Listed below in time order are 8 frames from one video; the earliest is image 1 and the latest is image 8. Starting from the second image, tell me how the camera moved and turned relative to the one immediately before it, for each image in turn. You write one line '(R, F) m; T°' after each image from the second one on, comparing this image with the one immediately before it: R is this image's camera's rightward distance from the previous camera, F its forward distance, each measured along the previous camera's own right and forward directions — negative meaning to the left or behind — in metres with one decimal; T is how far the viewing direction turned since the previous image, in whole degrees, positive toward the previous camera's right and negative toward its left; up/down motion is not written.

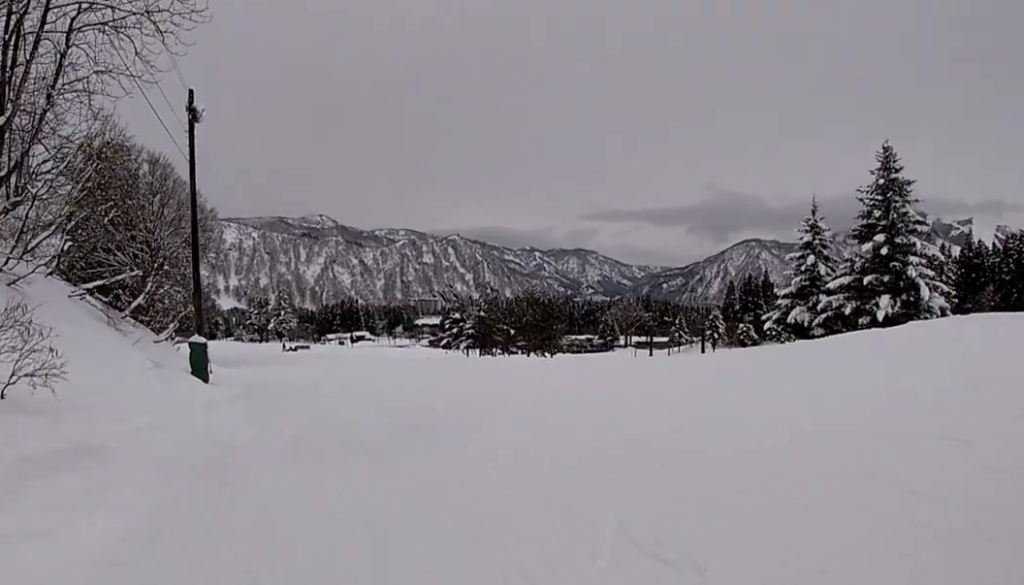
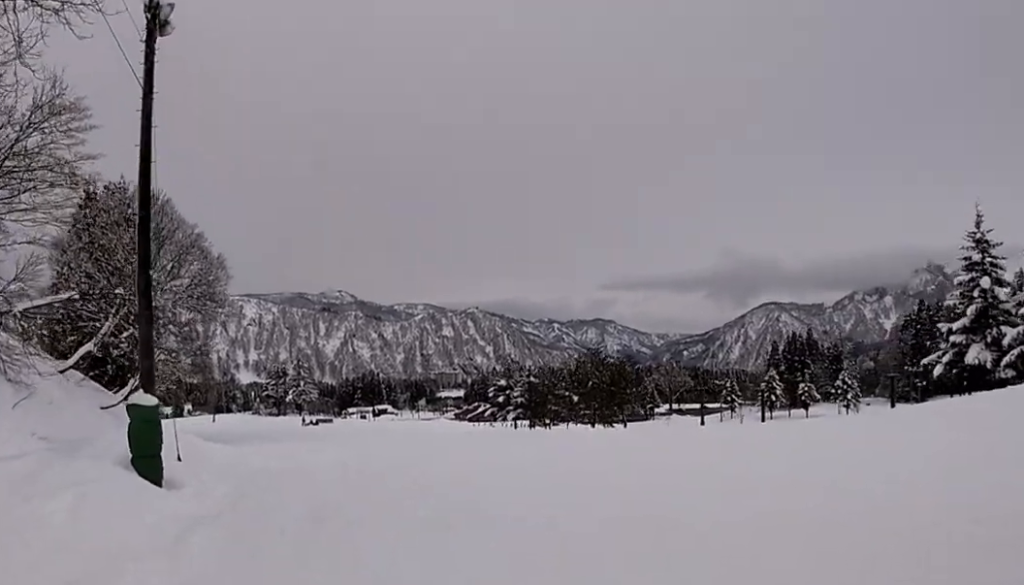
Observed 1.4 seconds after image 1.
(+0.6, +12.4) m; -5°
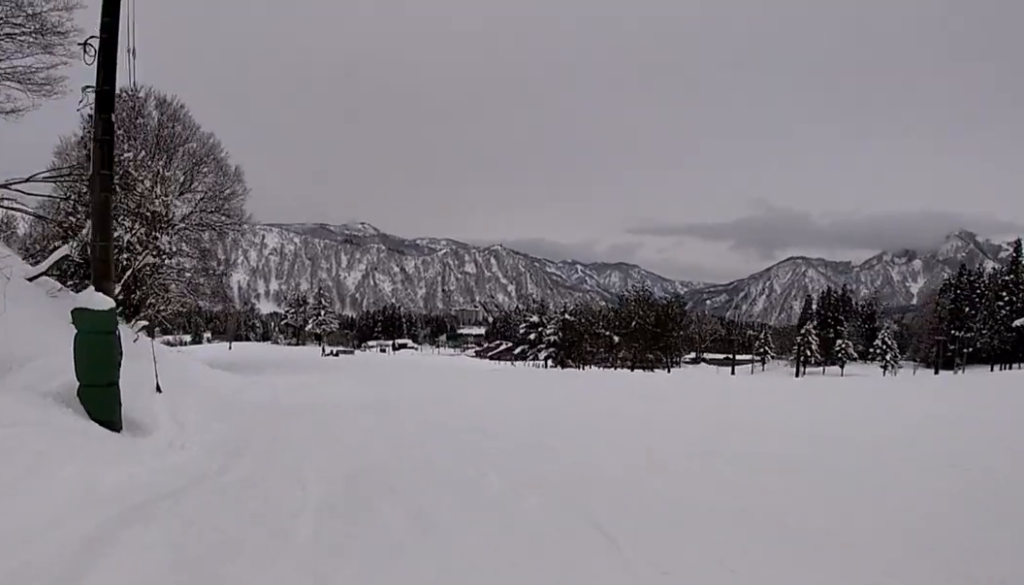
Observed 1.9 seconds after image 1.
(-0.5, +4.2) m; 0°
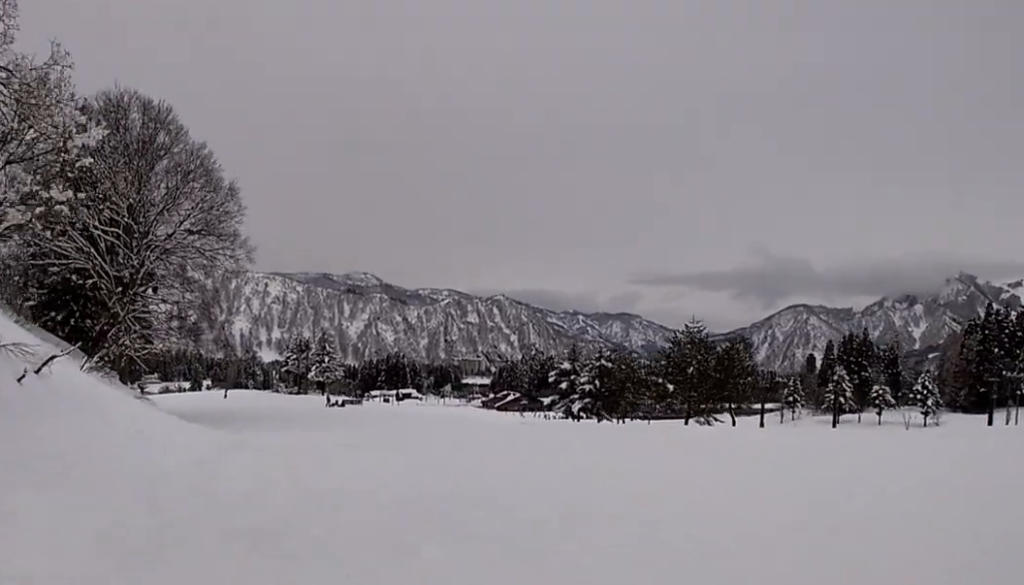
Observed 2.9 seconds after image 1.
(-0.1, +8.8) m; 0°
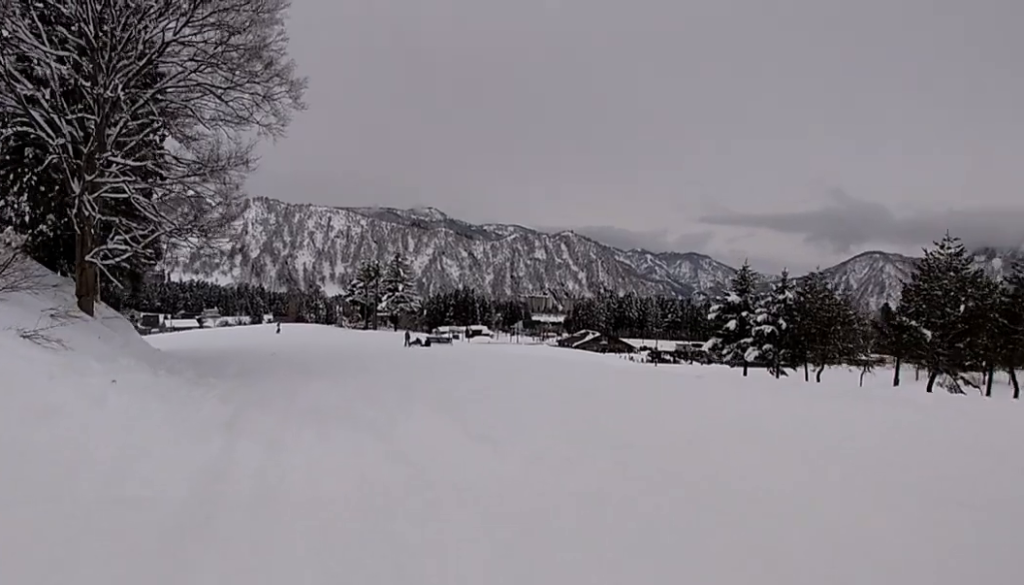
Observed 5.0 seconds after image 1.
(-1.4, +17.9) m; -10°
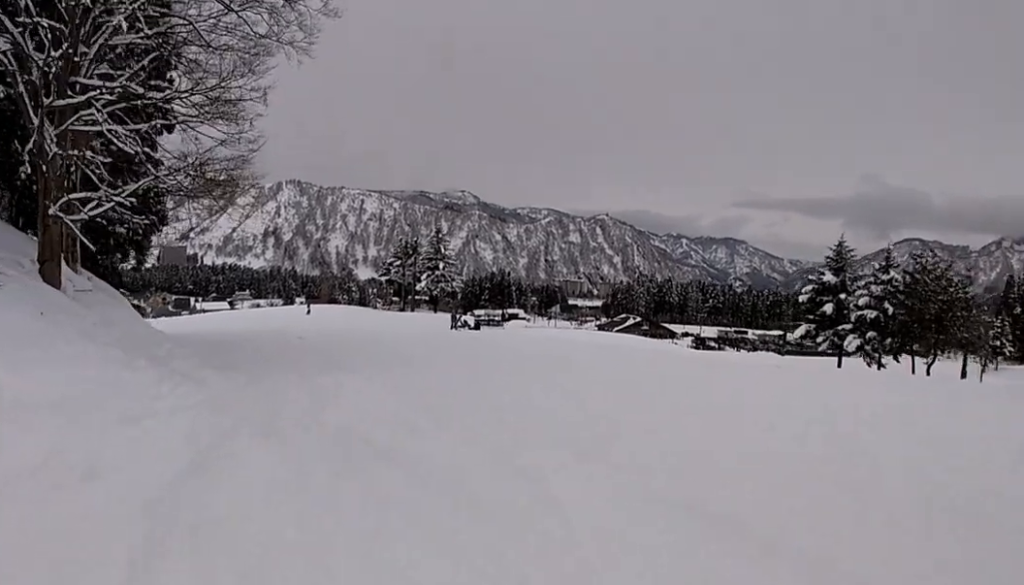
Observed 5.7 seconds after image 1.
(0.0, +6.4) m; 0°
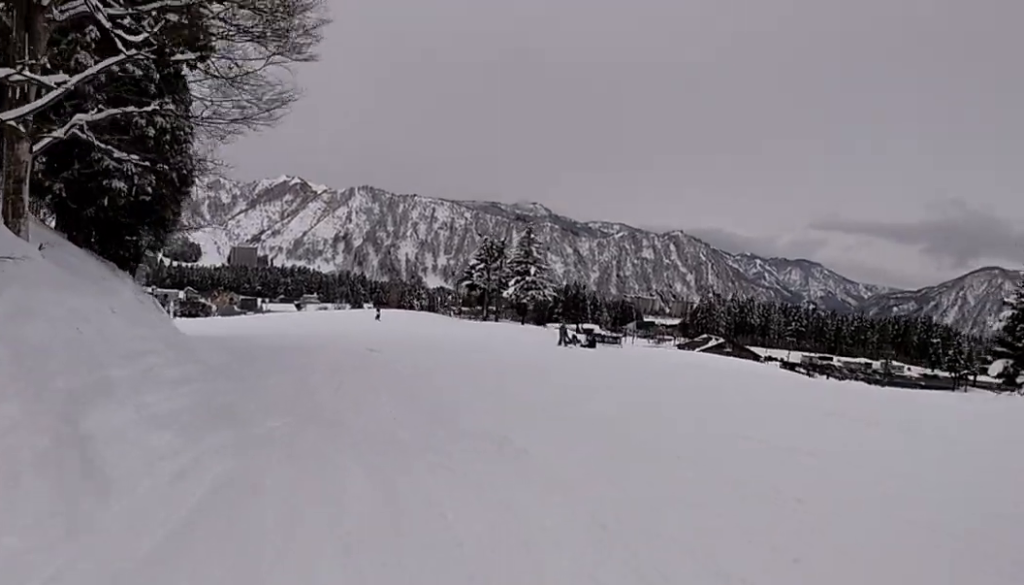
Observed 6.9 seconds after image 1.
(0.0, +9.8) m; 0°
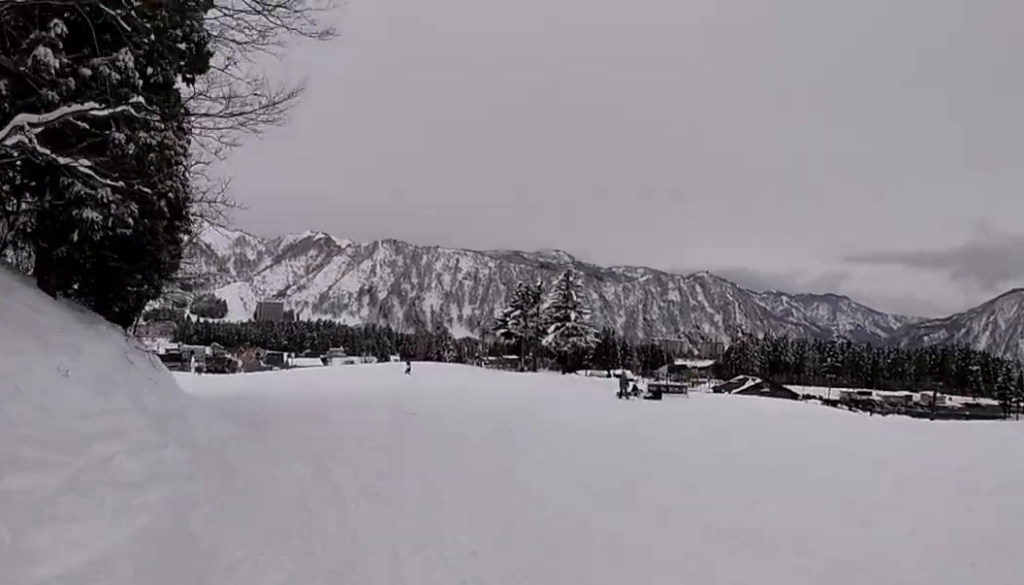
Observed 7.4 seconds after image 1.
(0.0, +4.7) m; 0°
